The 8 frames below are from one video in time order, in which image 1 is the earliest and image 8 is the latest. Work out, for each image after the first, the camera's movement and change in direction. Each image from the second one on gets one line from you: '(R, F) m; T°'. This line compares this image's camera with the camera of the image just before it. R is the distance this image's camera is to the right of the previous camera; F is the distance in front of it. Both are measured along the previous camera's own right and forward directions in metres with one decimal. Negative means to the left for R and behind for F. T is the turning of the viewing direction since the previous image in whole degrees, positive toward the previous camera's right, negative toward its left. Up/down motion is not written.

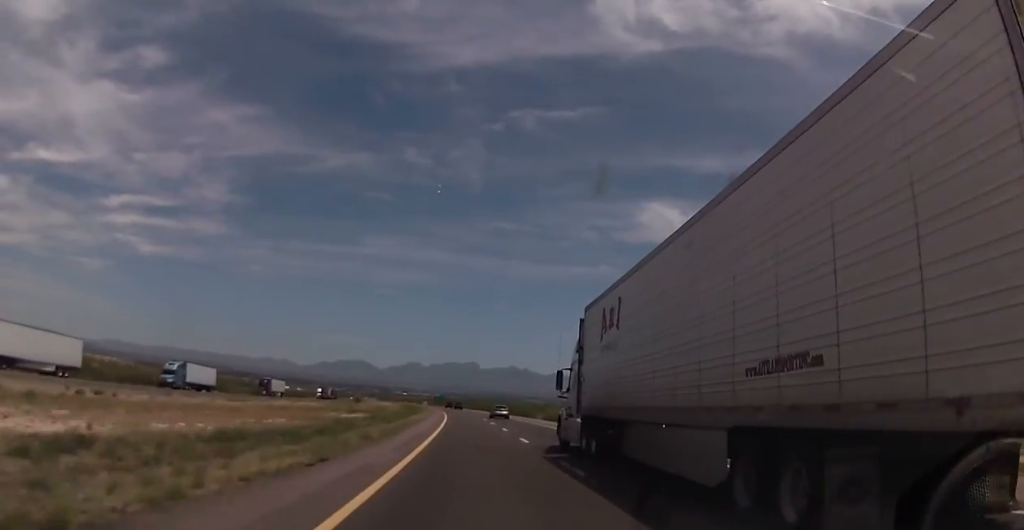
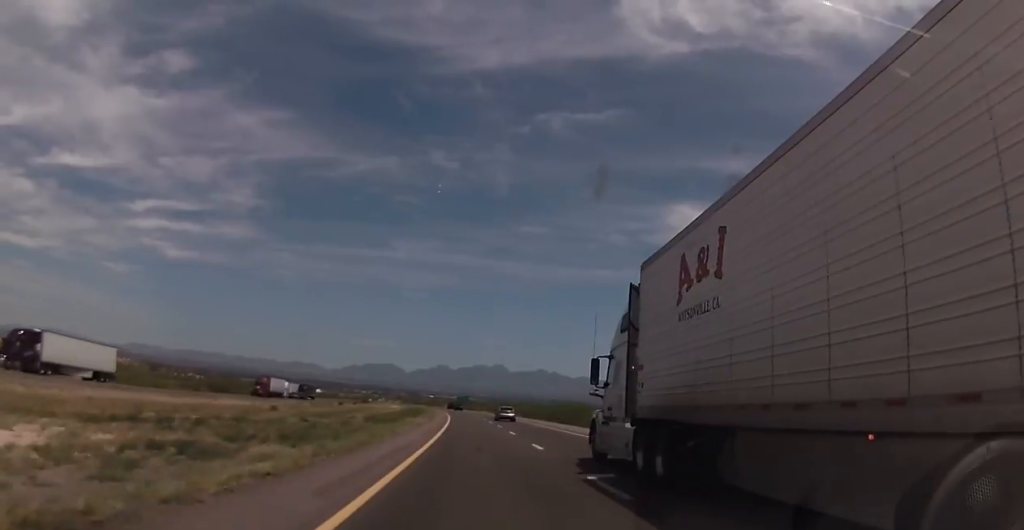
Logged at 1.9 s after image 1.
(-0.4, +64.3) m; -2°
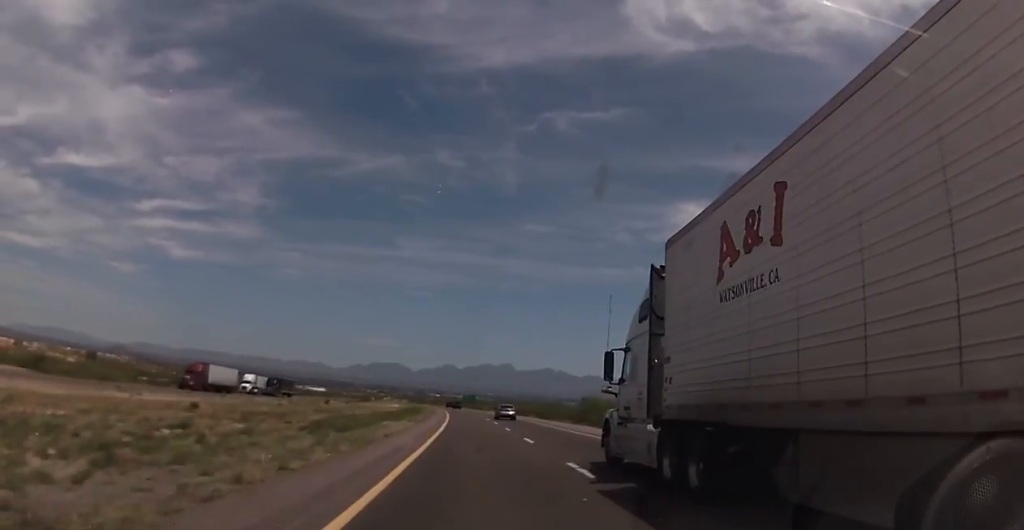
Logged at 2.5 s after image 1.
(-0.7, +21.3) m; -1°
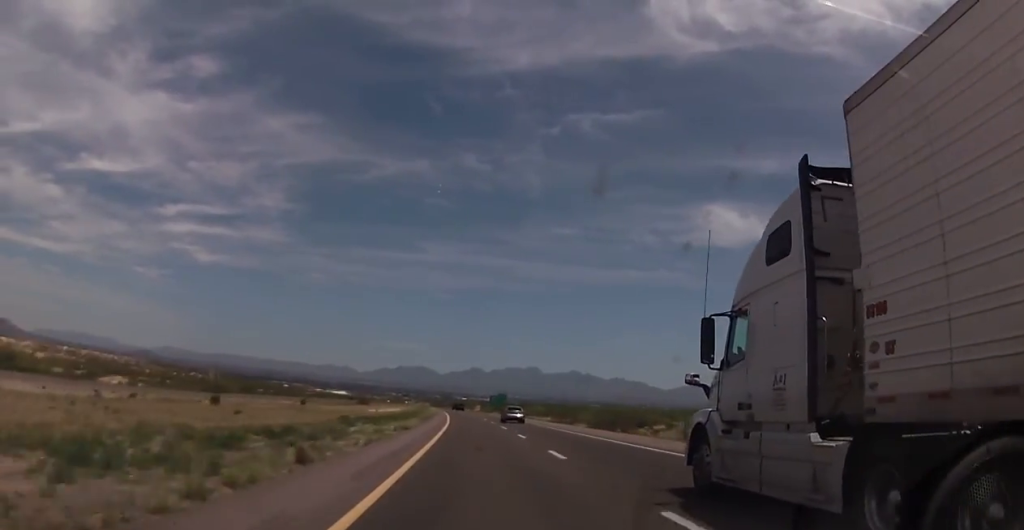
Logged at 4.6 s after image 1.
(-0.6, +68.2) m; -2°
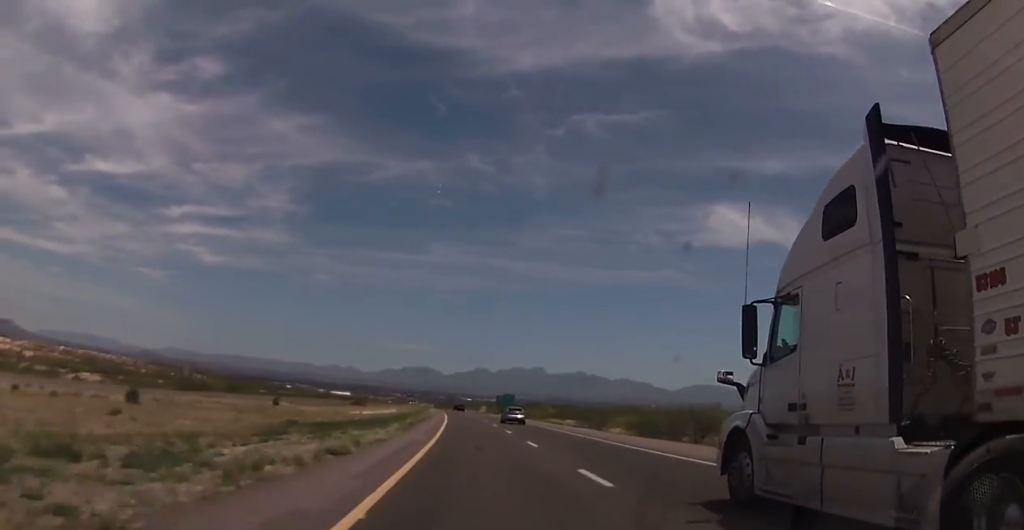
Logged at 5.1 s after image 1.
(-0.1, +17.8) m; -1°
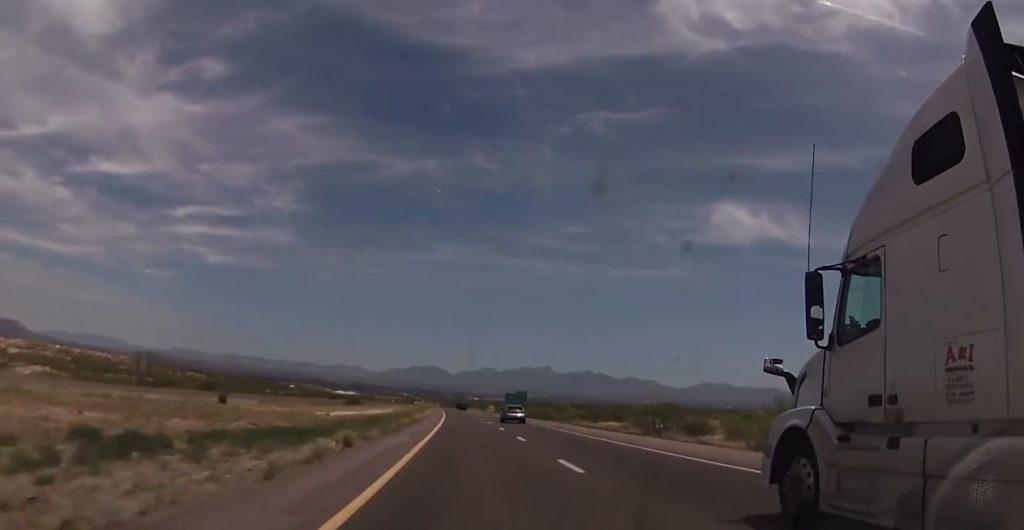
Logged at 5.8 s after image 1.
(-0.3, +22.3) m; -1°
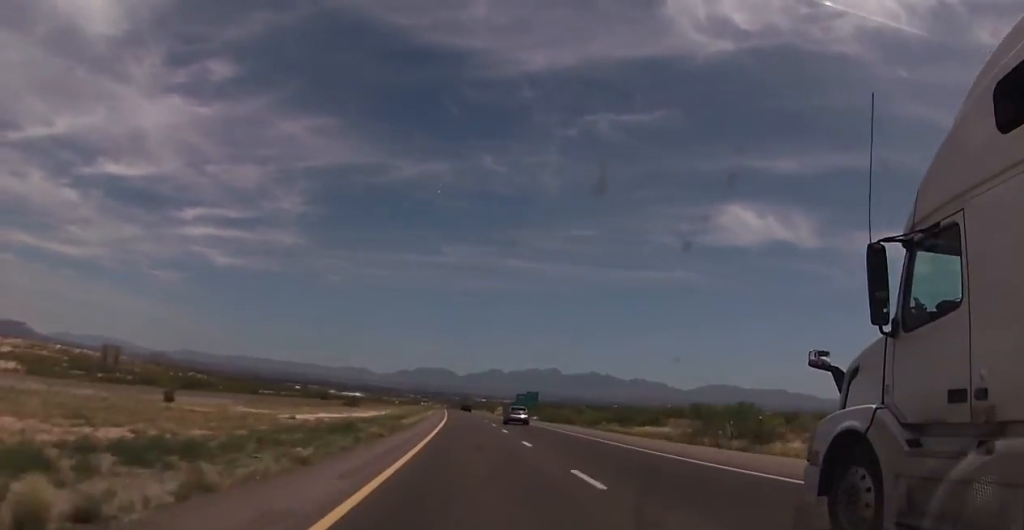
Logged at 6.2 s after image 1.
(0.0, +14.4) m; 0°
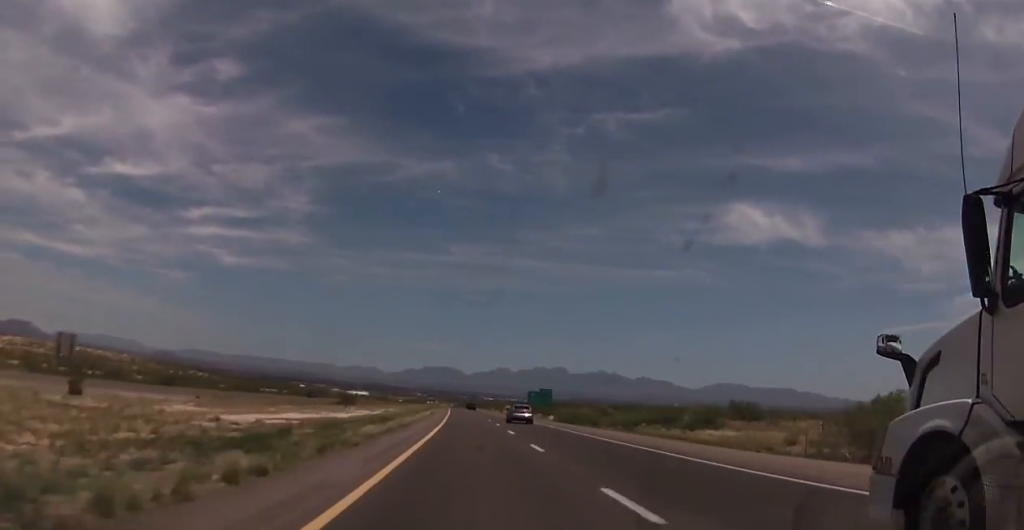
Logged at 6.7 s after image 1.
(0.0, +15.6) m; 0°
